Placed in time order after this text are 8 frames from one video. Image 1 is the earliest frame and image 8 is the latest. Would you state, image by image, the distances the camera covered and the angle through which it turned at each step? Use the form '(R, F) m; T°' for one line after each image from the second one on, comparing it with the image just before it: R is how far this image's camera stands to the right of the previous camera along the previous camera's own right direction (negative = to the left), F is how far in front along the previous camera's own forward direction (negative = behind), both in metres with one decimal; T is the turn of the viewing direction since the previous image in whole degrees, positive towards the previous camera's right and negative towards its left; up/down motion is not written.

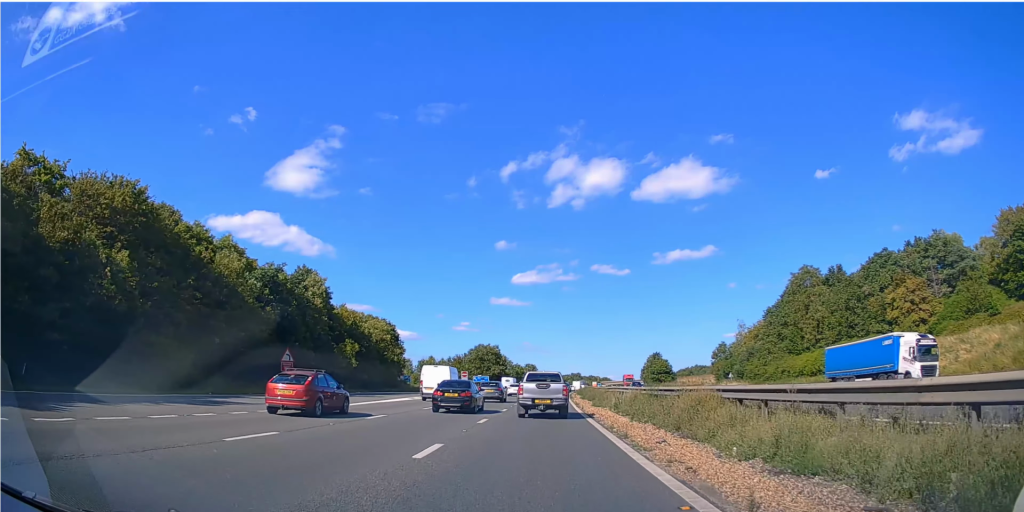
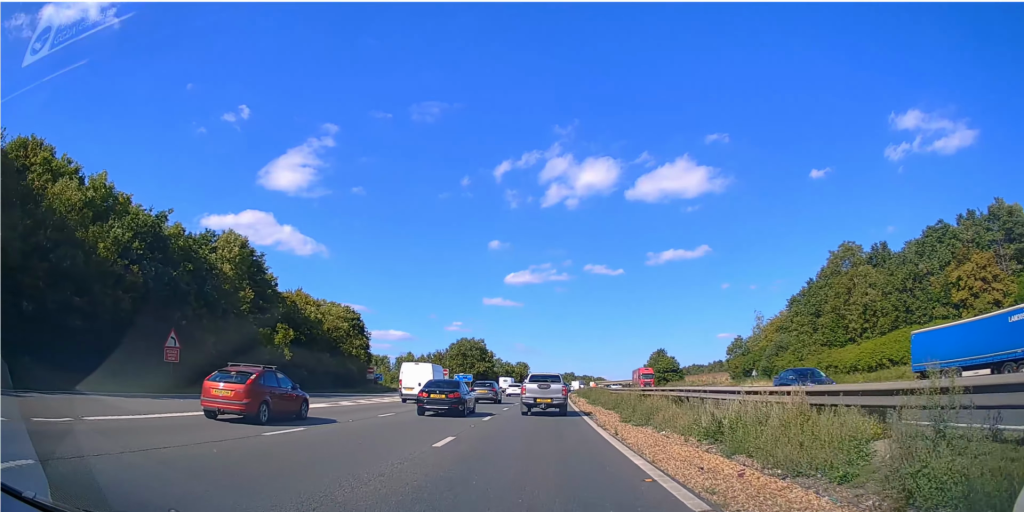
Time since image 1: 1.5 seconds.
(+0.1, +15.0) m; +2°
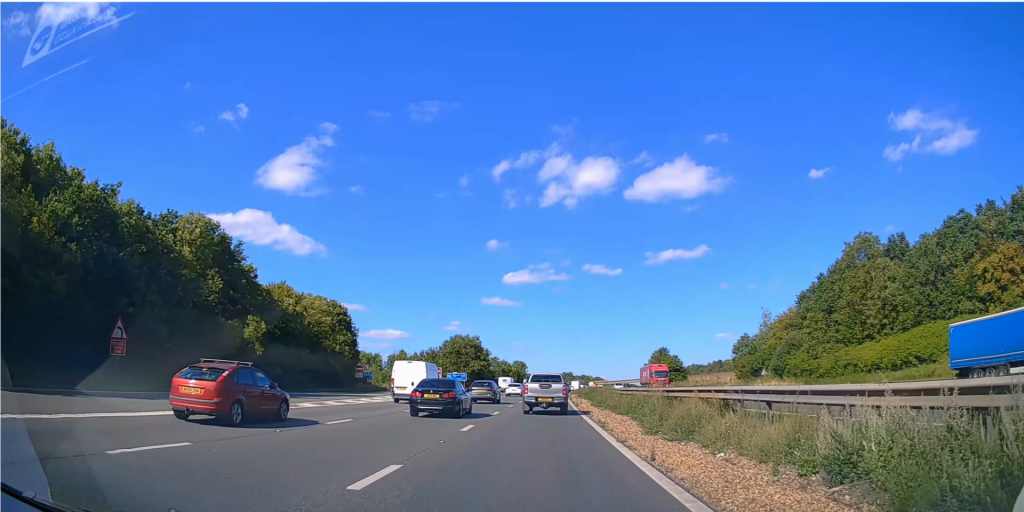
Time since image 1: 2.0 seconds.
(+0.1, +4.8) m; +1°
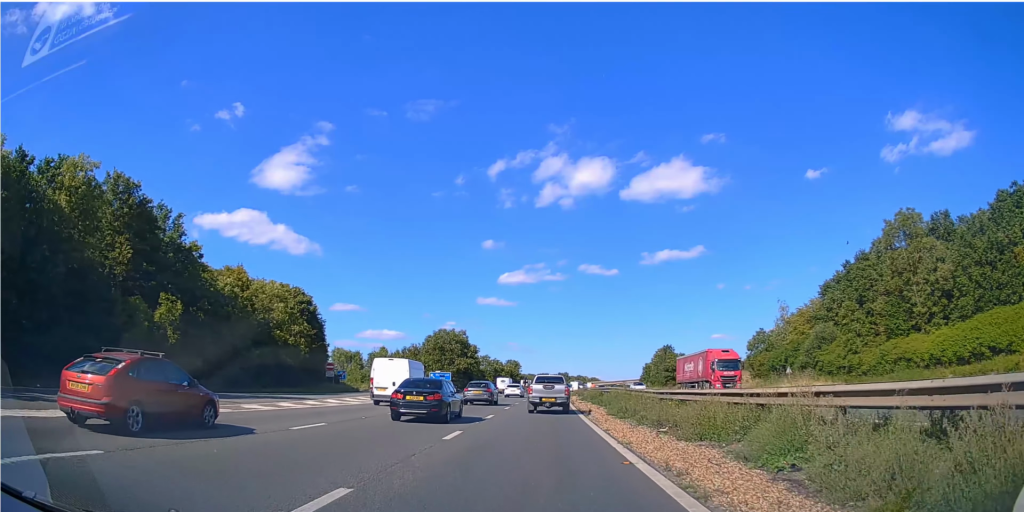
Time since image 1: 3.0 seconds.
(+0.1, +10.7) m; 0°
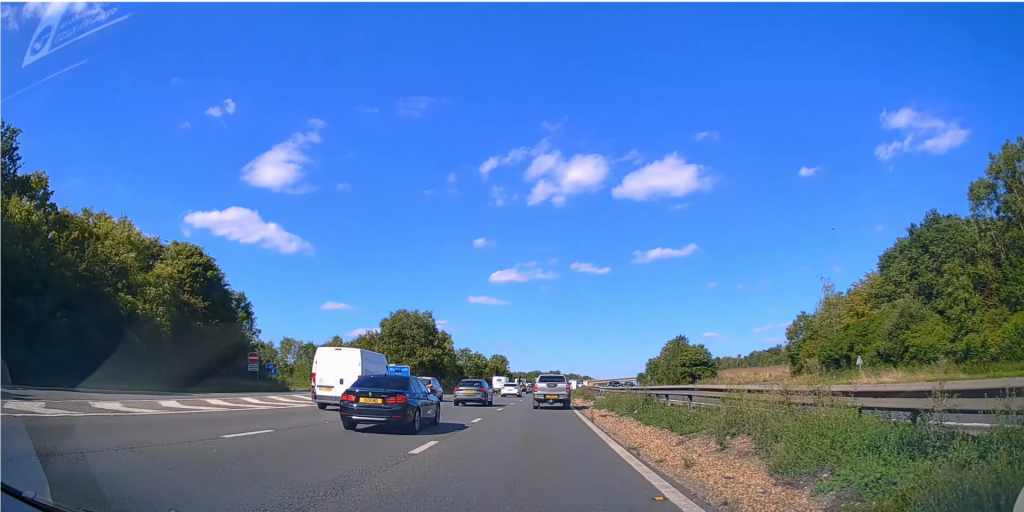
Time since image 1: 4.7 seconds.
(0.0, +19.7) m; 0°
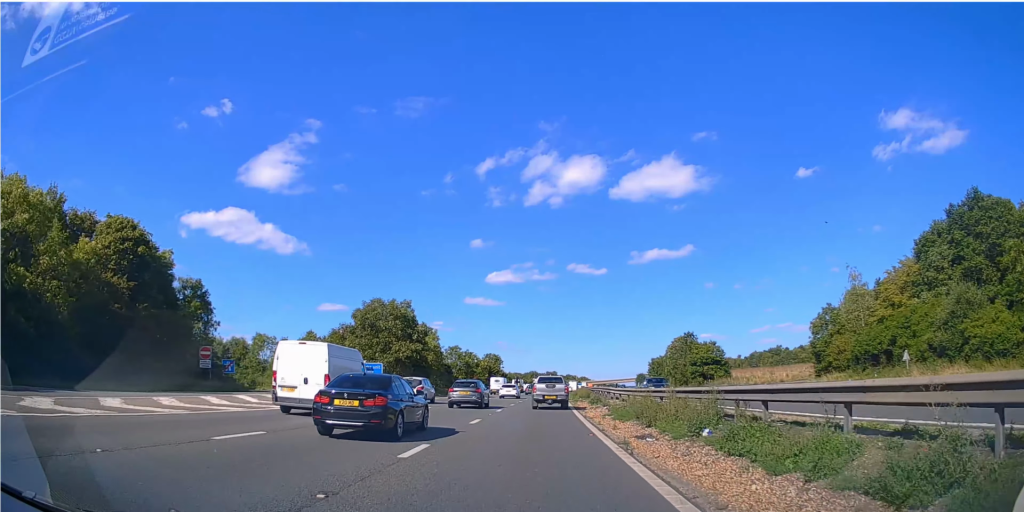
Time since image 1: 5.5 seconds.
(0.0, +8.7) m; 0°
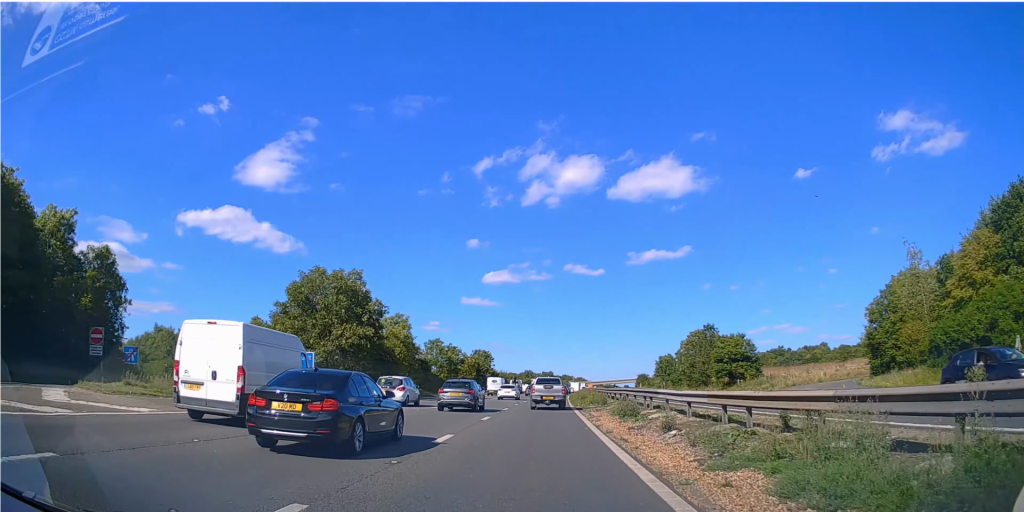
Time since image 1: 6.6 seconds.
(0.0, +14.4) m; 0°
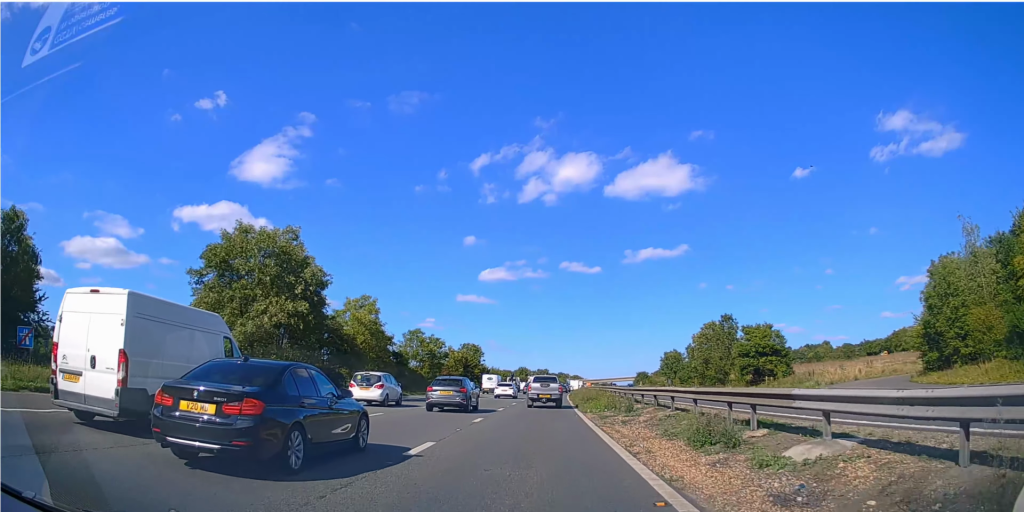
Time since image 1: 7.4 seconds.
(0.0, +10.2) m; +1°
